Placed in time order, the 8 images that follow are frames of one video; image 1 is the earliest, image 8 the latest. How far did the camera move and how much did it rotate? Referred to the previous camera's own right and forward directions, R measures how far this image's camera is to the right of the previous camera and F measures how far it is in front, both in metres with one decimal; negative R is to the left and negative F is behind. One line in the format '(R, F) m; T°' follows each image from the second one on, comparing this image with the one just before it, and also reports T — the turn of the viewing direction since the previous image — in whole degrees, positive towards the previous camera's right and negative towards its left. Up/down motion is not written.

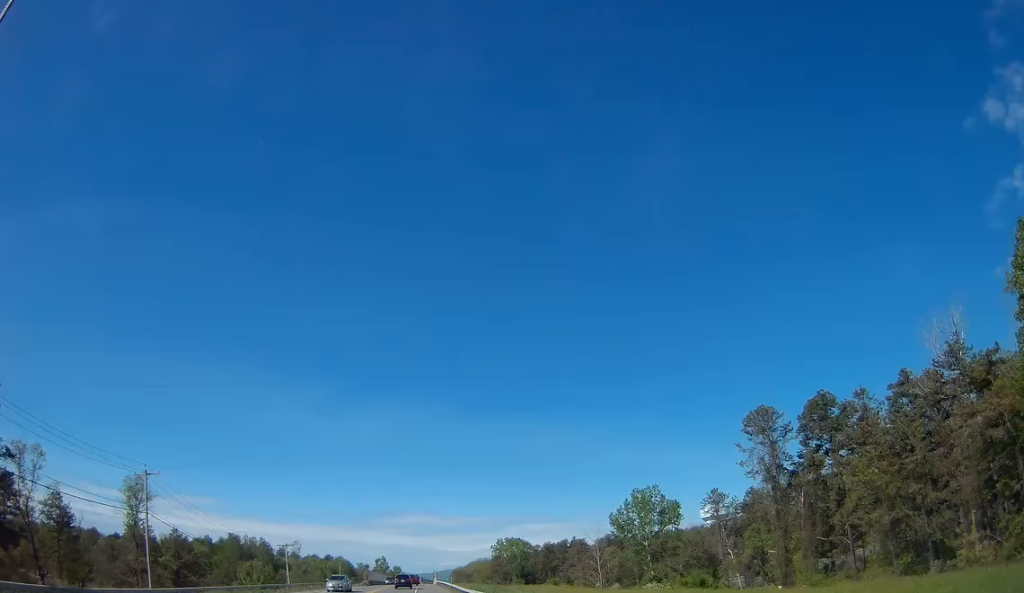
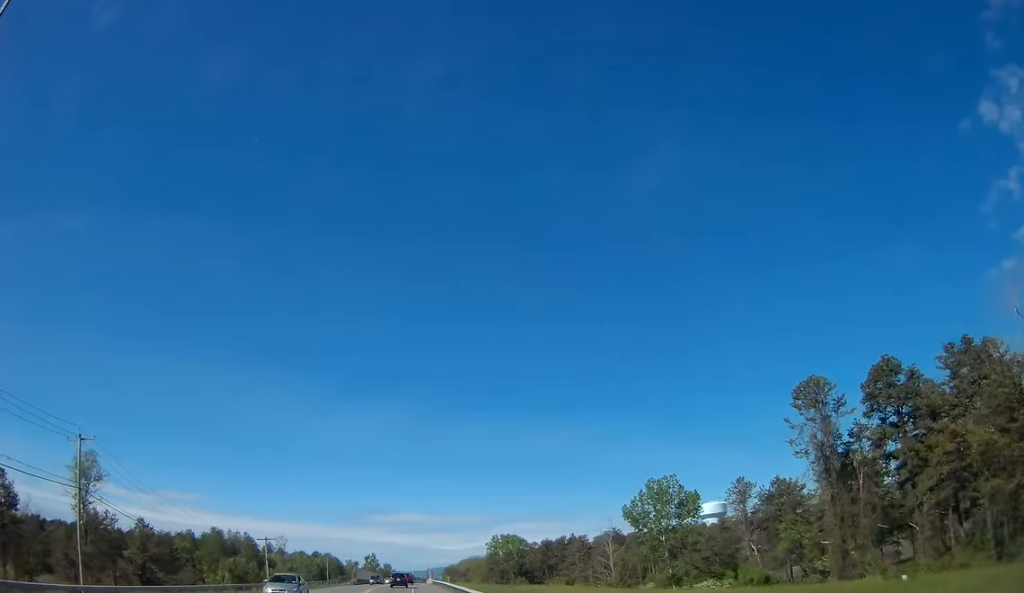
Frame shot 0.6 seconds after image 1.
(+0.1, +11.1) m; 0°
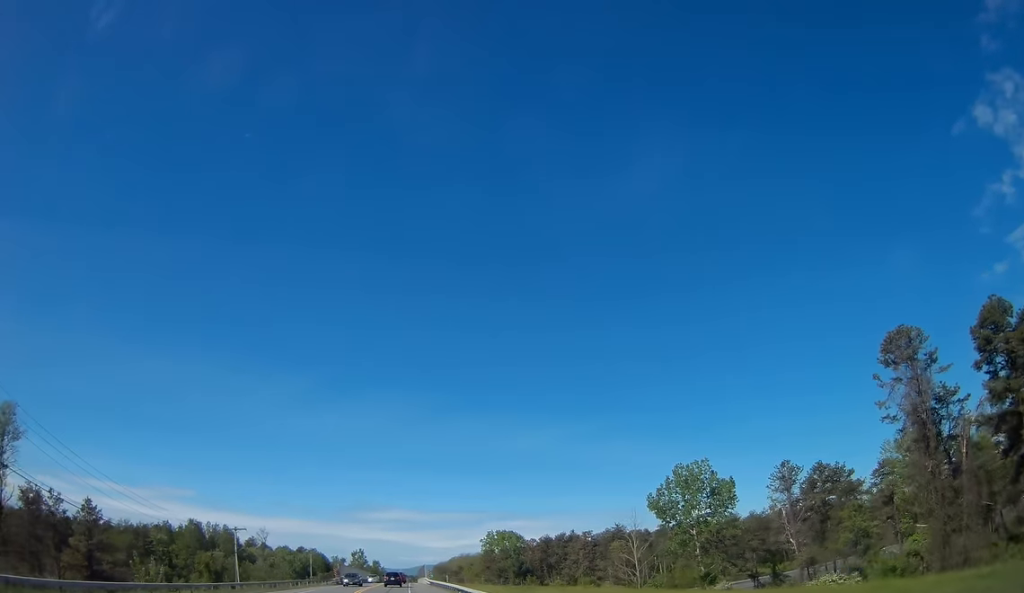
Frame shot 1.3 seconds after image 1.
(0.0, +14.2) m; +1°
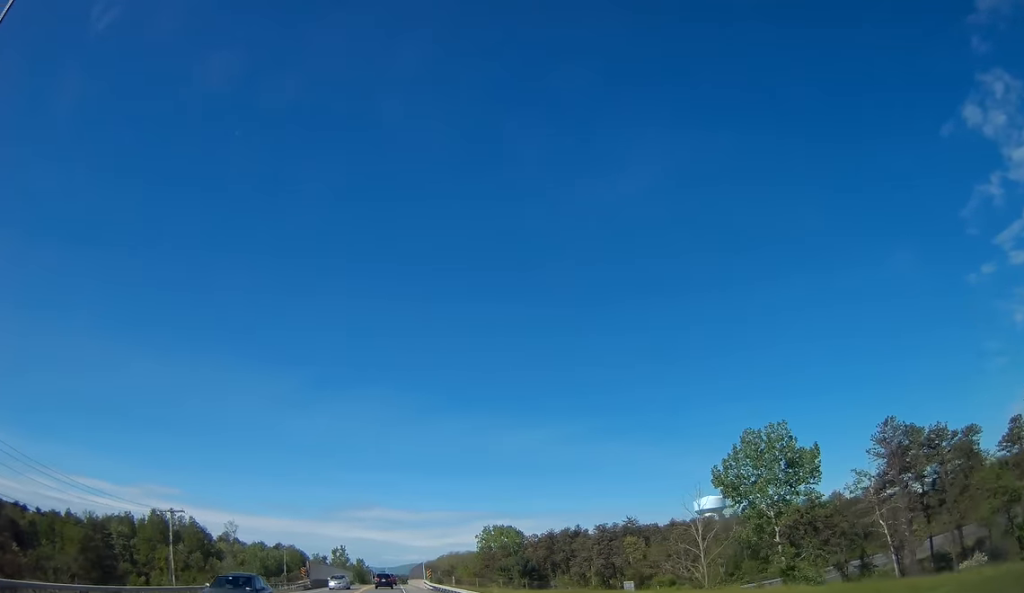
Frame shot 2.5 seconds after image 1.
(+0.2, +22.6) m; +1°
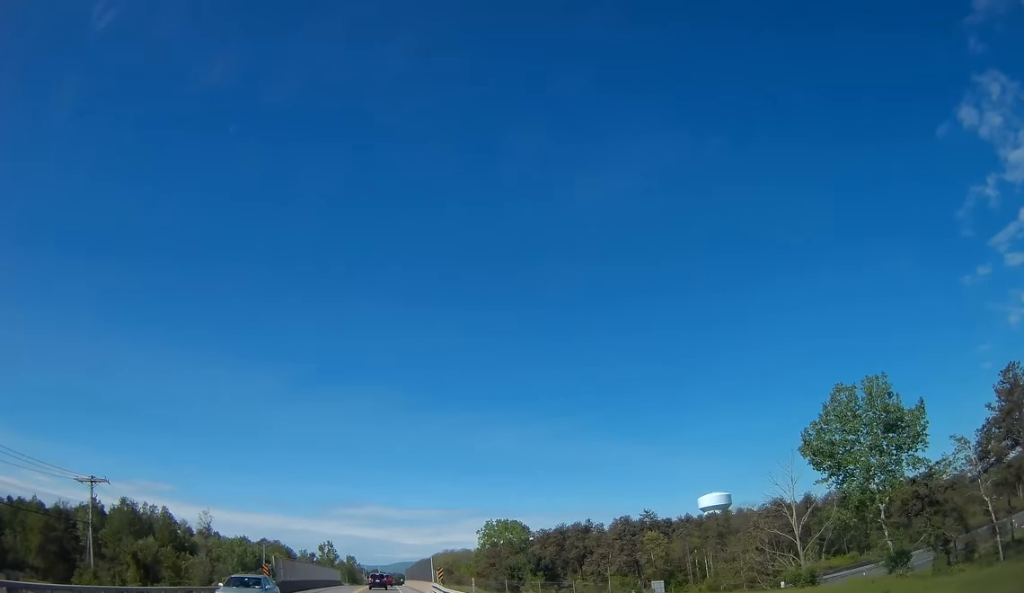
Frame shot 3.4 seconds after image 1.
(+0.2, +18.0) m; +1°
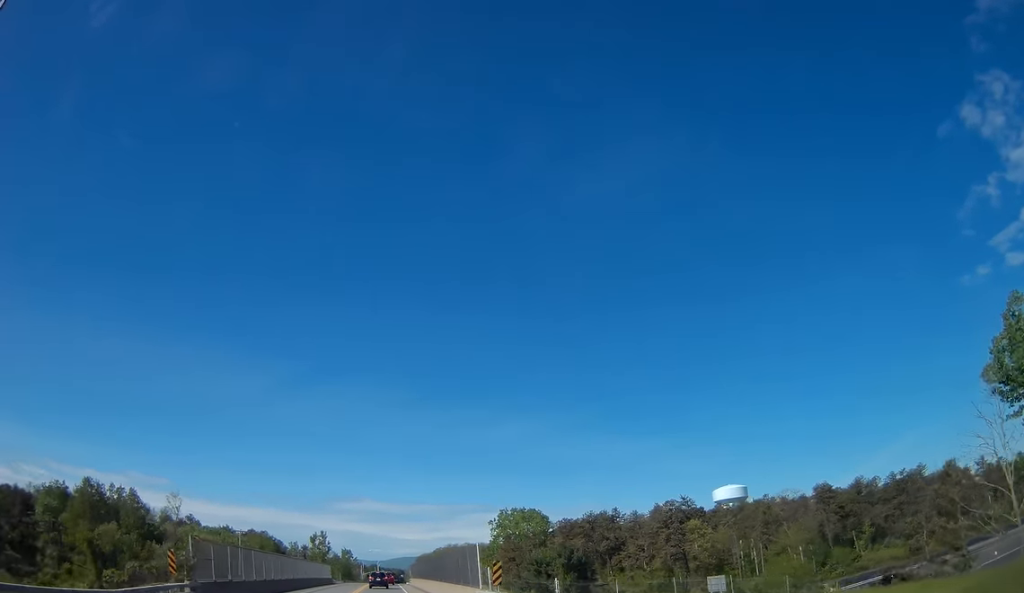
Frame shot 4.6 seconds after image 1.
(+0.2, +22.2) m; +1°
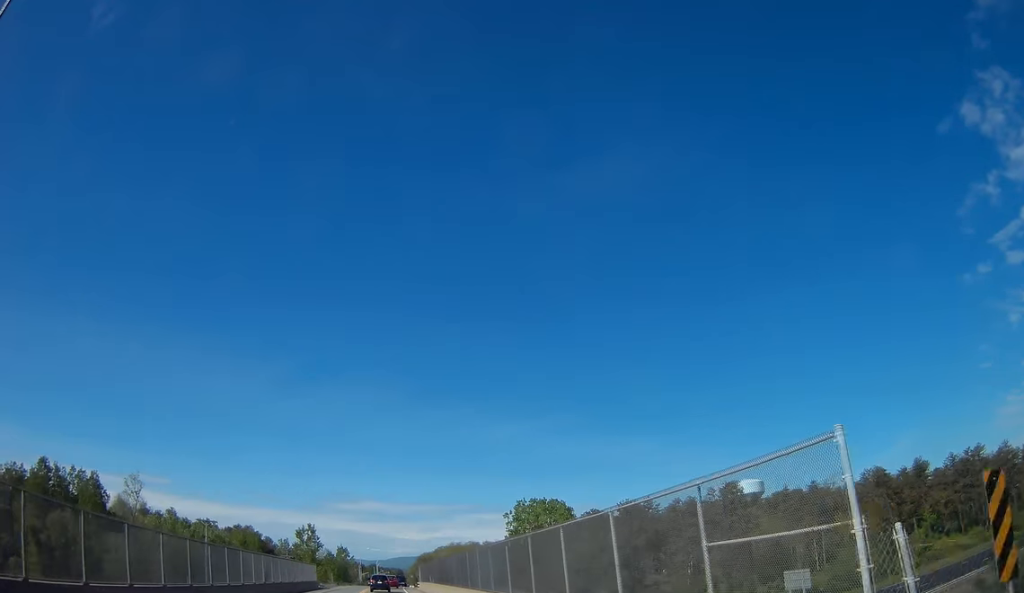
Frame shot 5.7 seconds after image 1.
(+0.2, +20.8) m; 0°
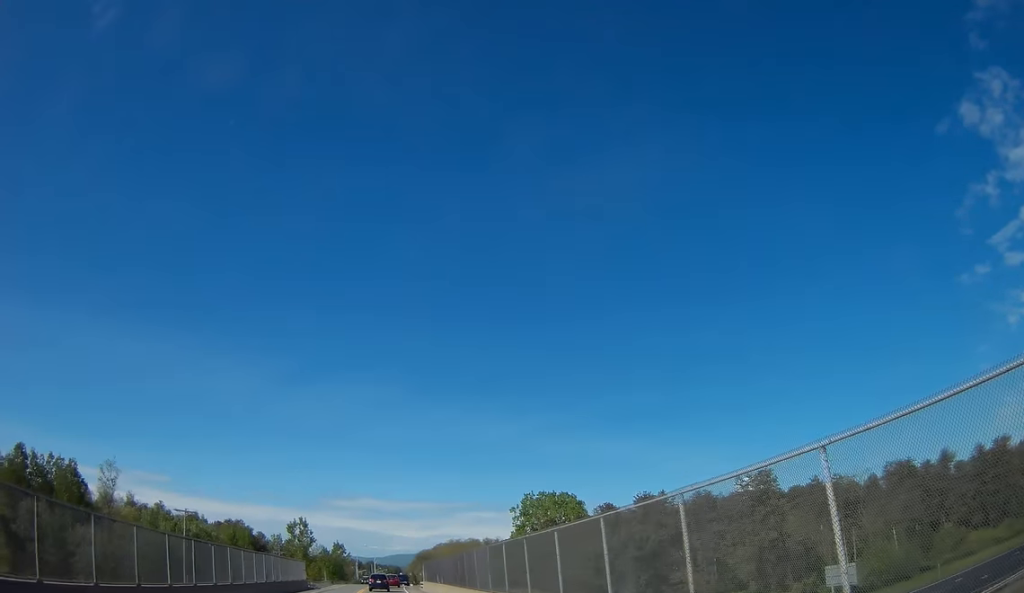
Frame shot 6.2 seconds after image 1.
(-0.2, +9.1) m; 0°
